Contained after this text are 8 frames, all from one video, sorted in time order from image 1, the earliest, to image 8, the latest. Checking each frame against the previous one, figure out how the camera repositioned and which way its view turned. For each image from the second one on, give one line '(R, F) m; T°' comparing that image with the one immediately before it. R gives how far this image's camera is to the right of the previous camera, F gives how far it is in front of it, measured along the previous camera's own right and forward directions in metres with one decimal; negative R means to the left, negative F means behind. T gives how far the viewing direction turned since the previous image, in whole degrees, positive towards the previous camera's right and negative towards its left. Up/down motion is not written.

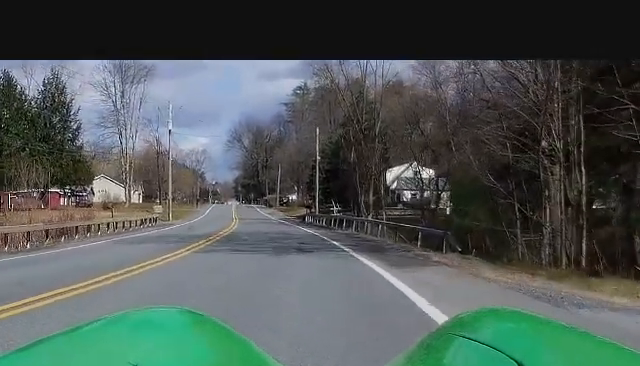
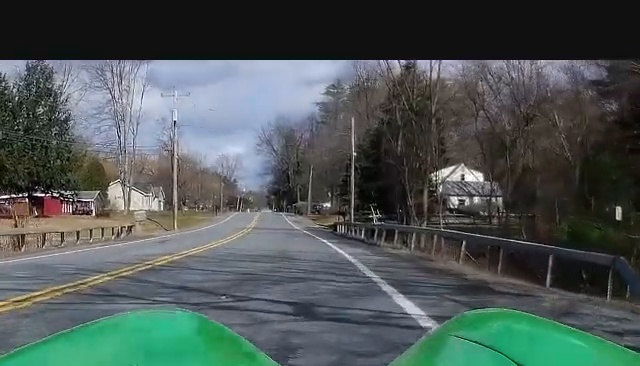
(0.0, +13.8) m; 0°
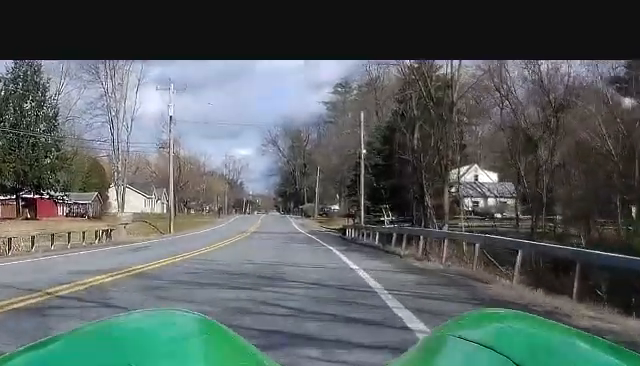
(0.0, +5.2) m; 0°
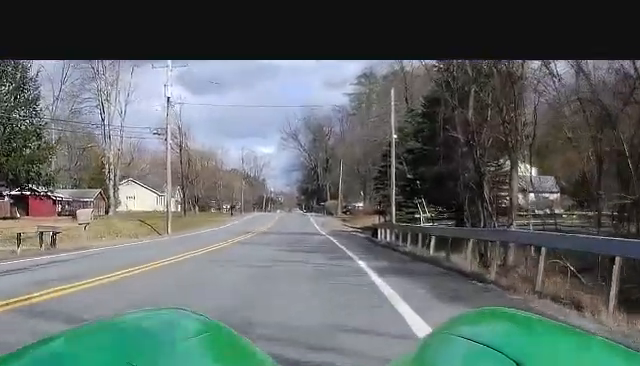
(0.0, +10.1) m; 0°
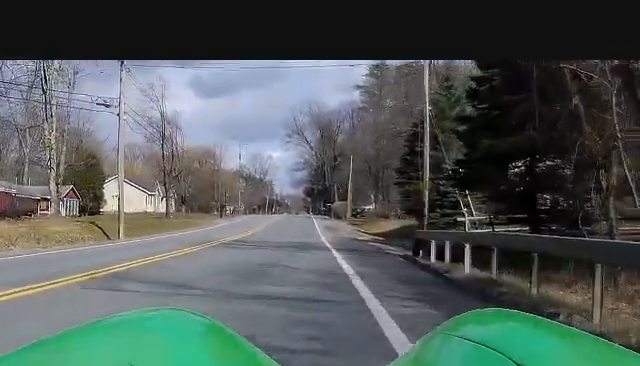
(0.0, +15.2) m; 0°
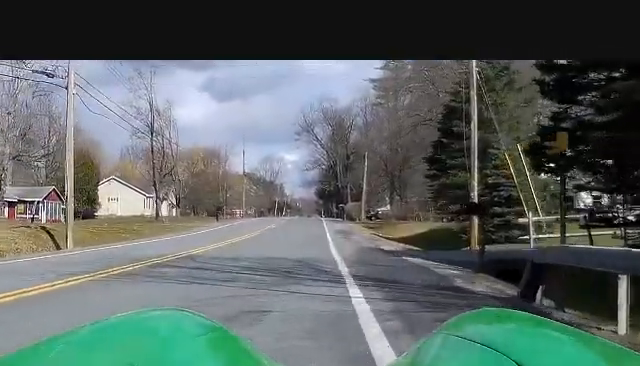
(0.0, +10.3) m; 0°
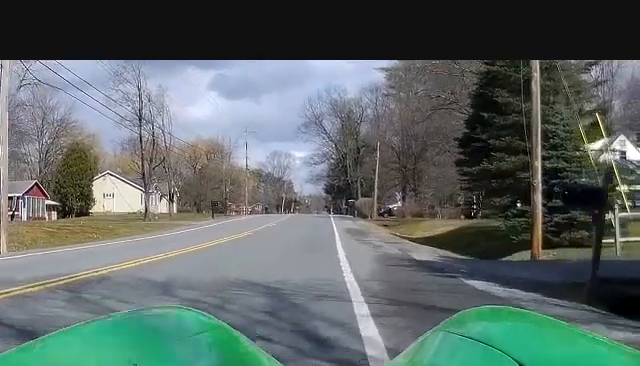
(0.0, +7.7) m; 0°
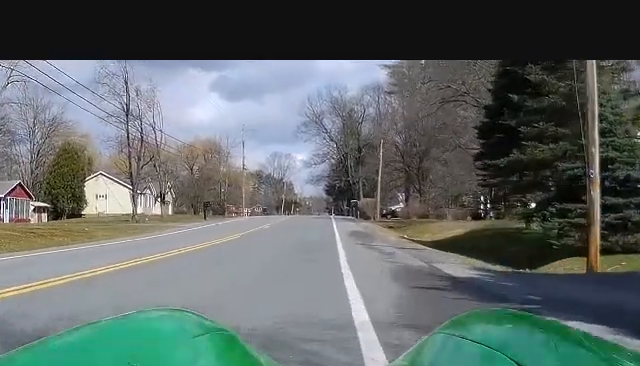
(0.0, +4.5) m; 0°
